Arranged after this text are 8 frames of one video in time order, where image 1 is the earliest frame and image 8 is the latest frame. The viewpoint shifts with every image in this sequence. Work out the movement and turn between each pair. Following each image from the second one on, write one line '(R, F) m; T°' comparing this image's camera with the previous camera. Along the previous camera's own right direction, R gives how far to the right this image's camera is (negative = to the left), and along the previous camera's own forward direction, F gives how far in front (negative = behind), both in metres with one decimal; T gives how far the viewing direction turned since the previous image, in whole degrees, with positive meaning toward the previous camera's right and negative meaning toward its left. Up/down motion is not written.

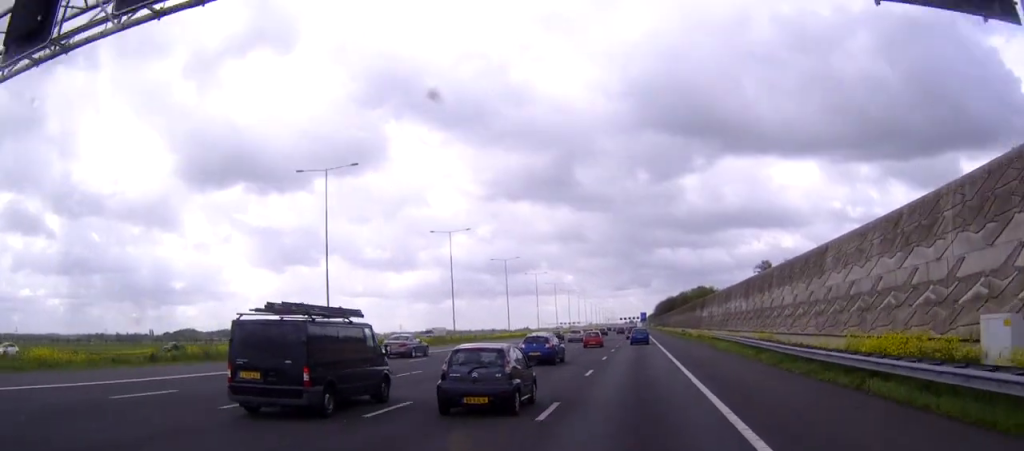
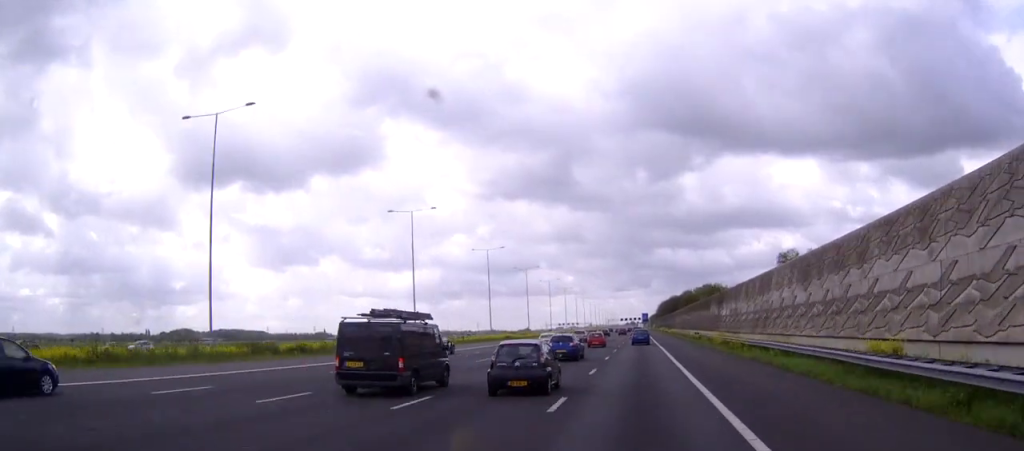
(0.0, +23.3) m; 0°
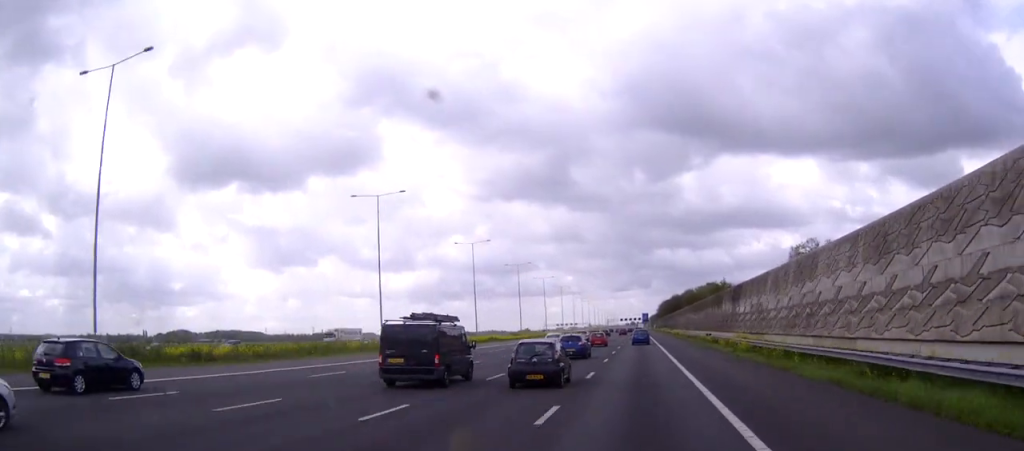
(0.0, +14.3) m; 0°
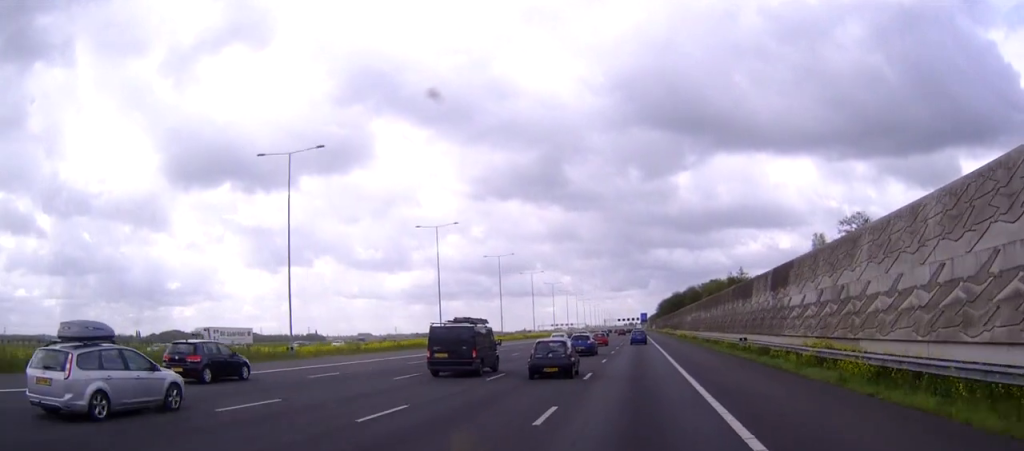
(0.0, +24.9) m; 0°
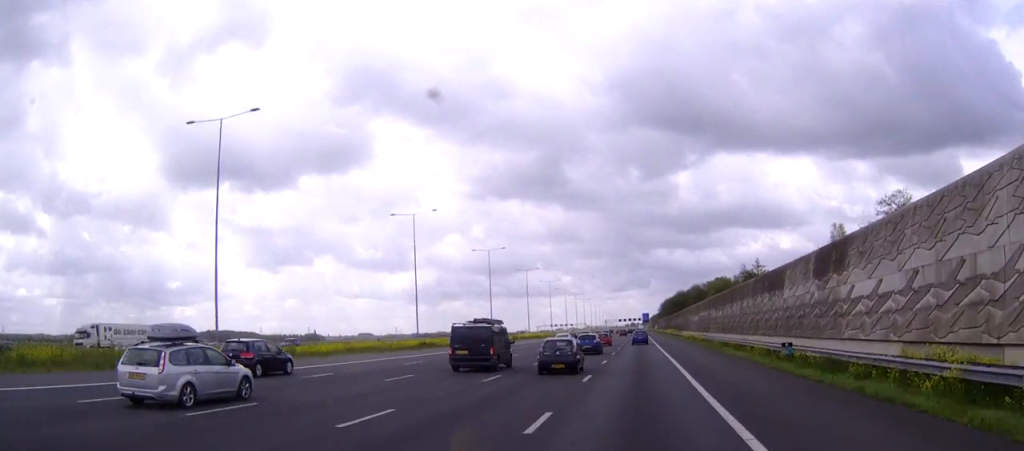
(0.0, +13.6) m; 0°
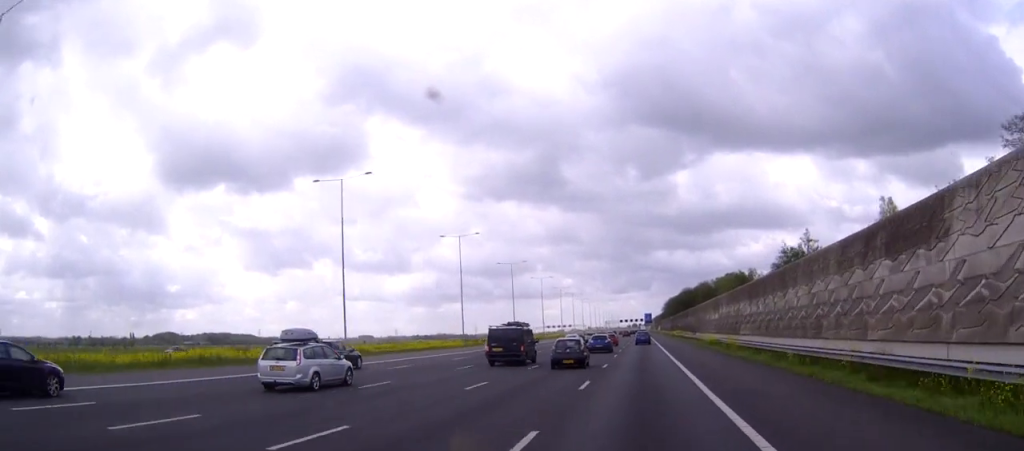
(0.0, +27.8) m; 0°
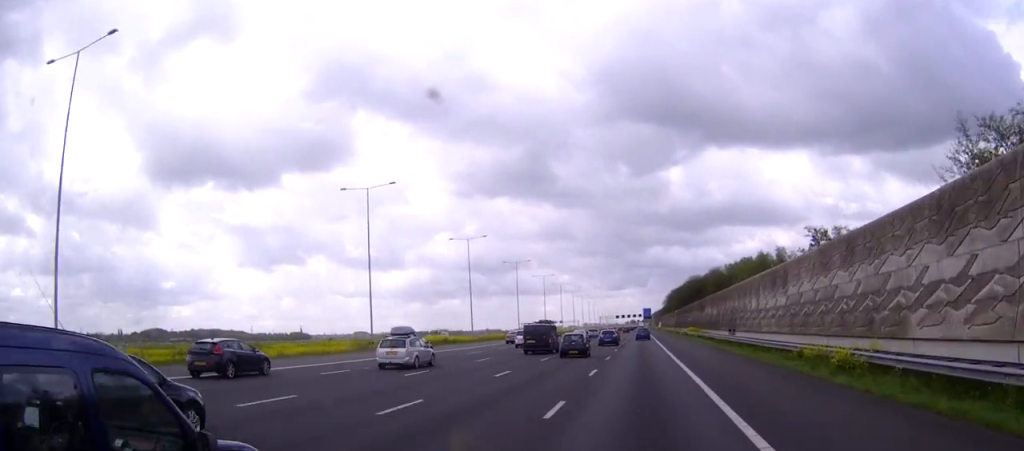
(+0.1, +45.1) m; 0°
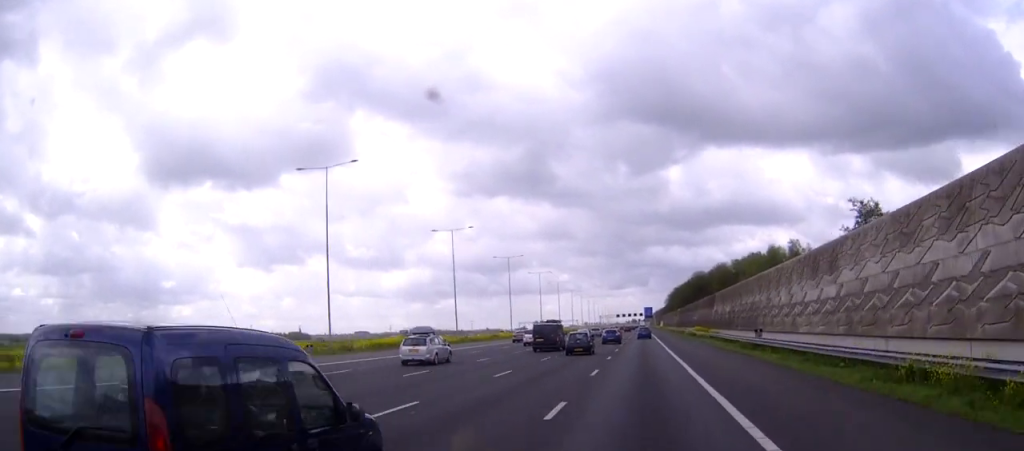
(0.0, +12.8) m; 0°
